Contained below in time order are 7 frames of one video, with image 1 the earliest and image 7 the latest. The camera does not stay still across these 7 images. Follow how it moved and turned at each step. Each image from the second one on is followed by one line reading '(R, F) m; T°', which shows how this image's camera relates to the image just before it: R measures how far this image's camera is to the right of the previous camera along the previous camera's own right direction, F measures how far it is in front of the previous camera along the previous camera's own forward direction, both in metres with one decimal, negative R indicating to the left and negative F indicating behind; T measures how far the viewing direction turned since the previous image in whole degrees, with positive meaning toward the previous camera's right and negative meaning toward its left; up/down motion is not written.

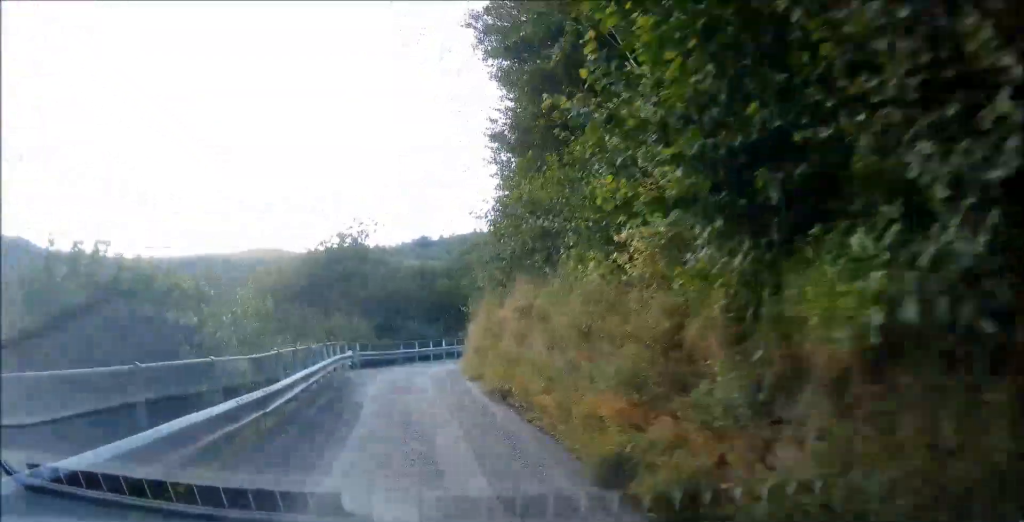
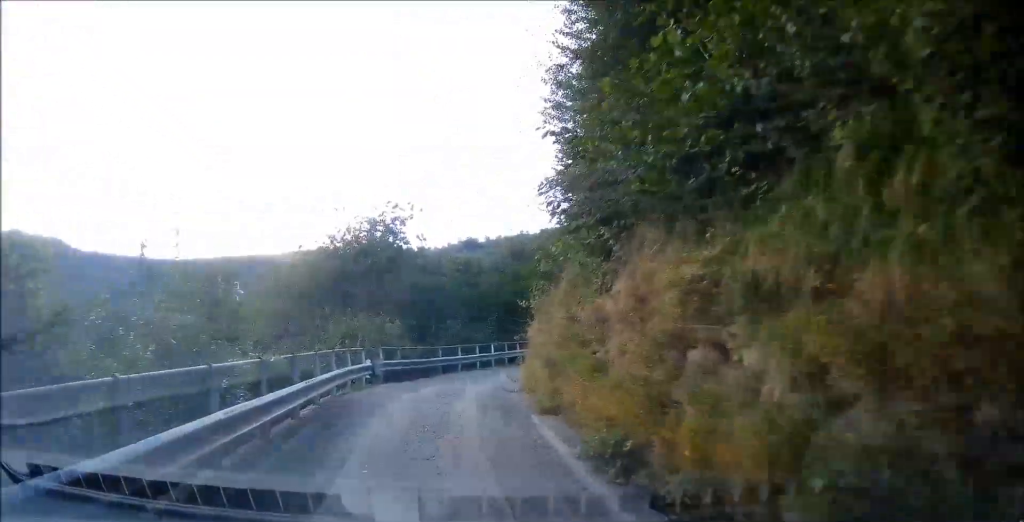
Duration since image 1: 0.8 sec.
(-0.7, +6.1) m; -7°
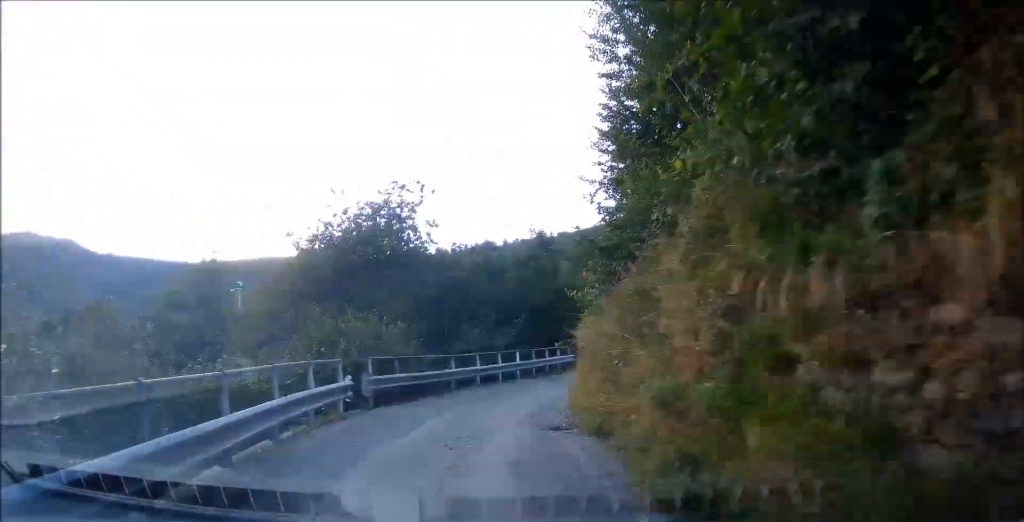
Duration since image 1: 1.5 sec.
(-0.3, +5.7) m; -3°
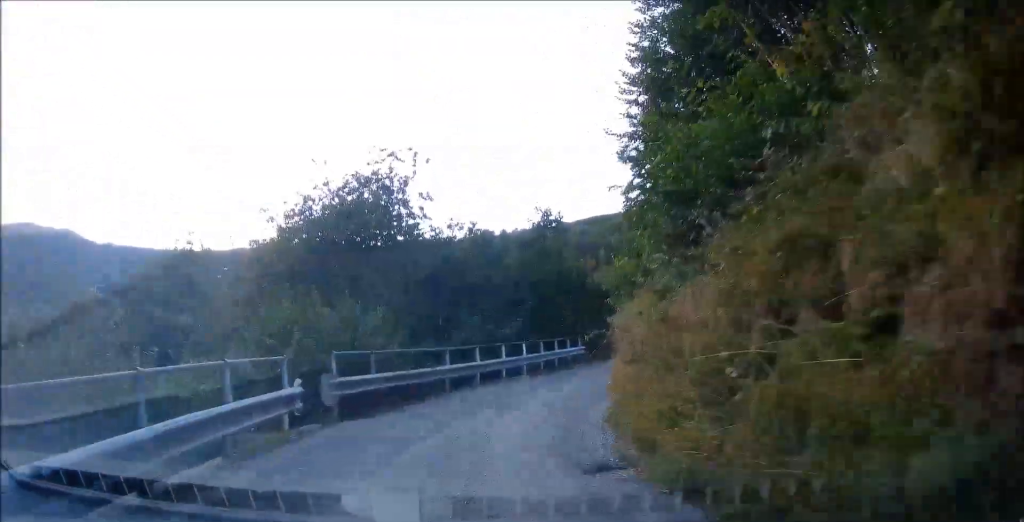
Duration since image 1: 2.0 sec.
(-0.1, +3.9) m; -1°
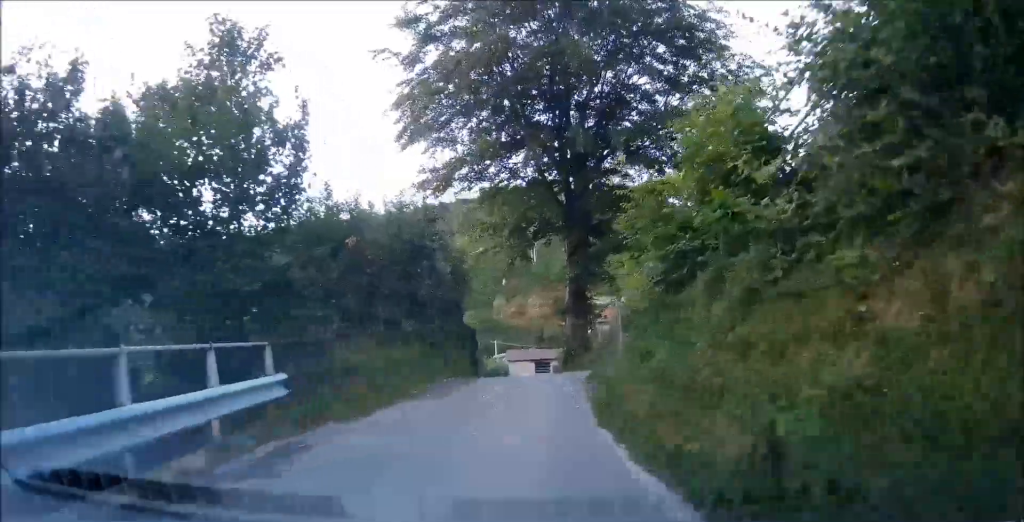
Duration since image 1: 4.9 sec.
(+2.0, +20.8) m; +18°
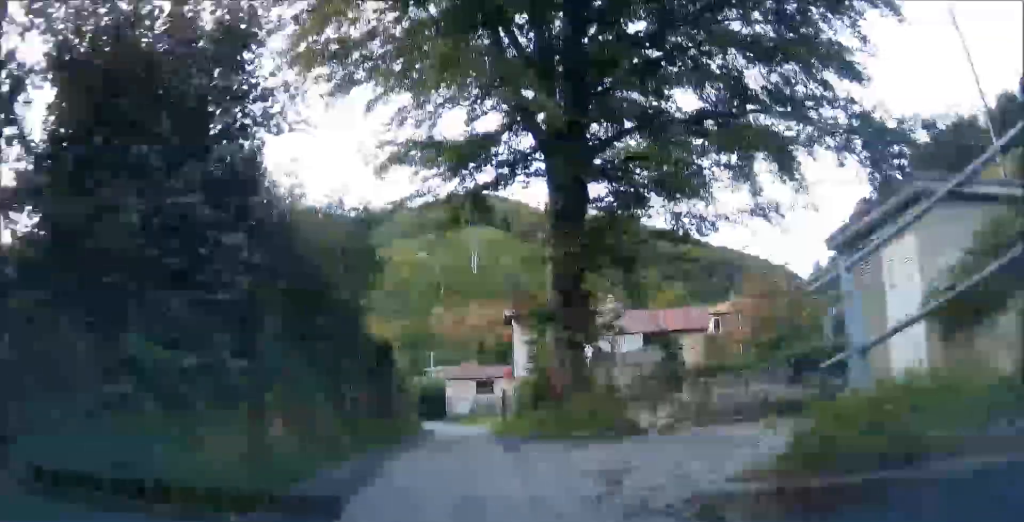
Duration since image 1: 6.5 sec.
(+0.2, +10.4) m; +3°
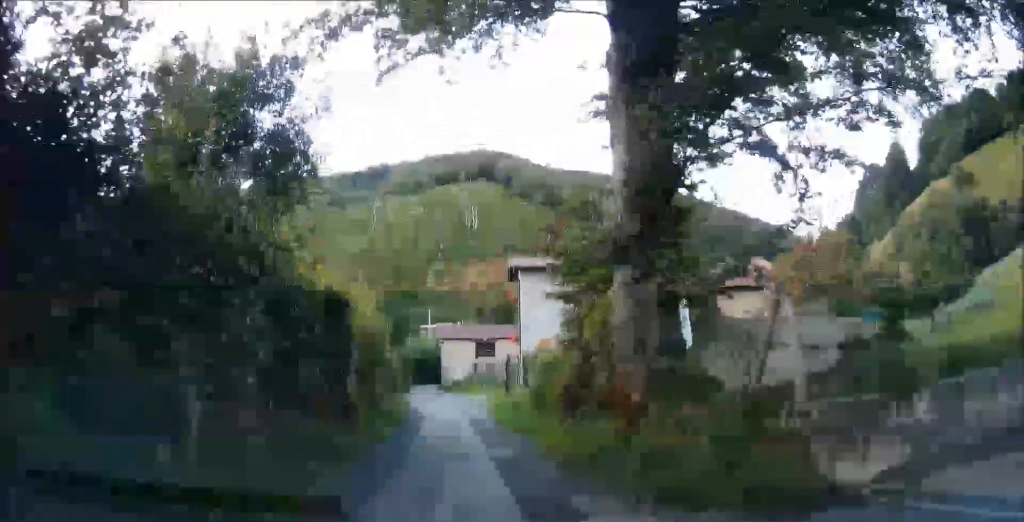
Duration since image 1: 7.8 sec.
(+0.3, +6.8) m; +4°
